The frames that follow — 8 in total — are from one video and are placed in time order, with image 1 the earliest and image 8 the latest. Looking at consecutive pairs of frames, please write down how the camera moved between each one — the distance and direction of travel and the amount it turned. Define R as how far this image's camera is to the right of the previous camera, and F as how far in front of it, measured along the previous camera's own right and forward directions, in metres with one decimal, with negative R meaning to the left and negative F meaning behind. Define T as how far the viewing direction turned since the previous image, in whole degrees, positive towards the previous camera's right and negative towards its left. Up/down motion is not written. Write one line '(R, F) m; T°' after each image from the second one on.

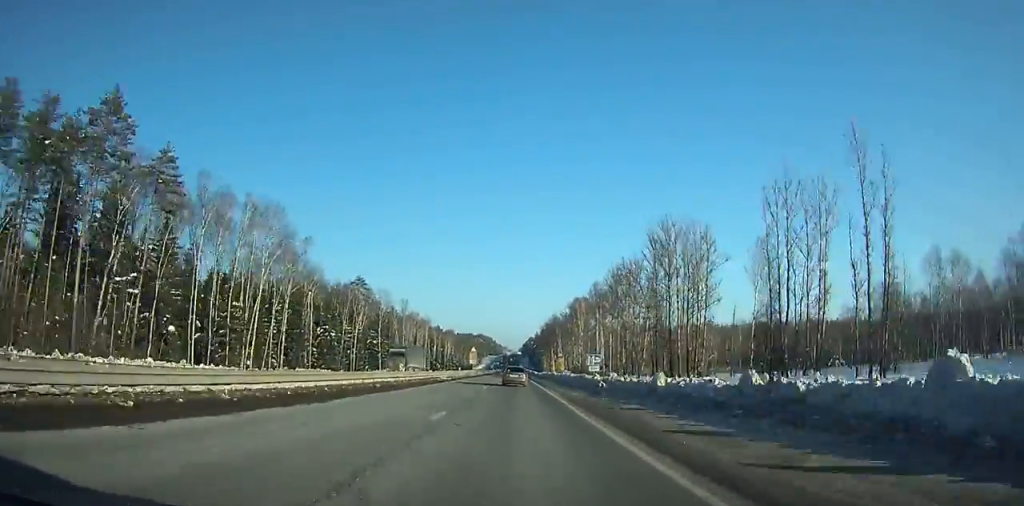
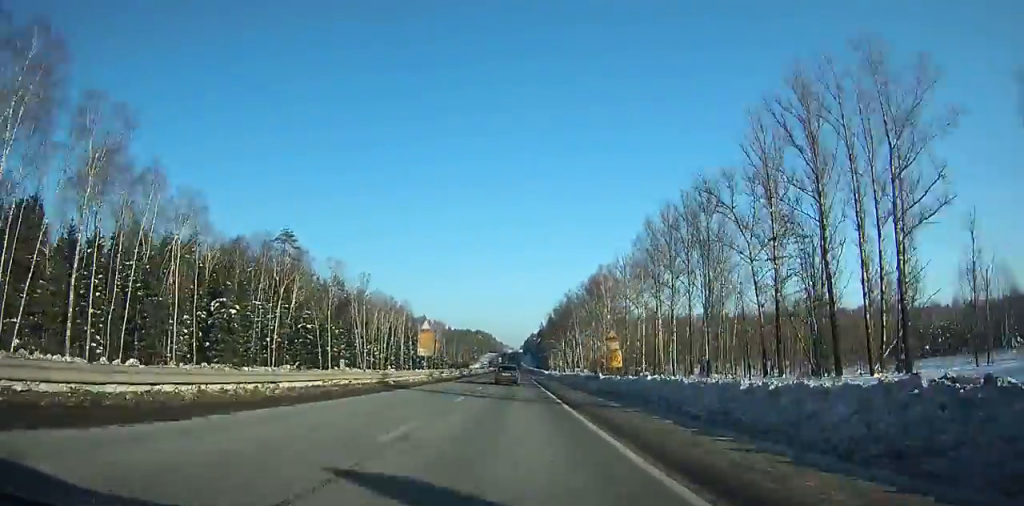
(+0.1, +52.7) m; 0°
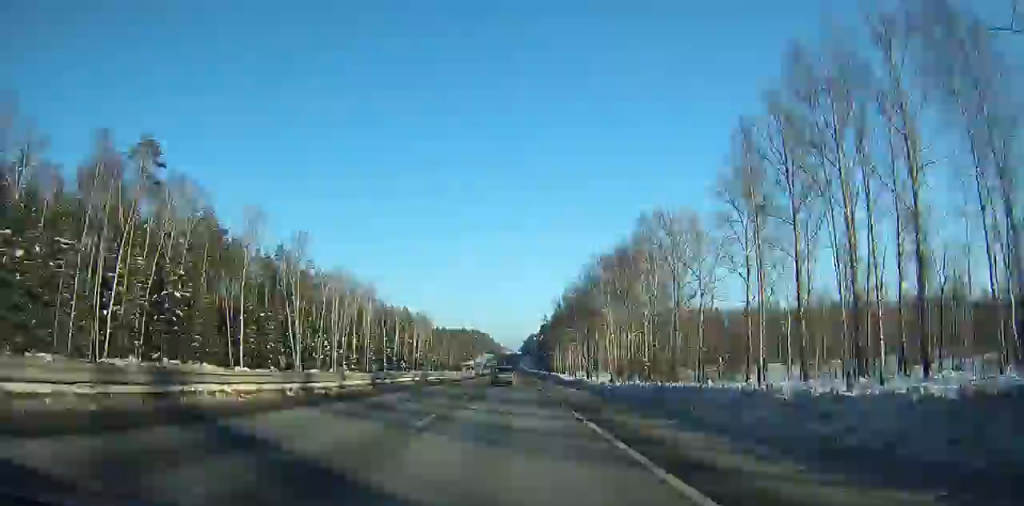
(-0.1, +45.1) m; 0°
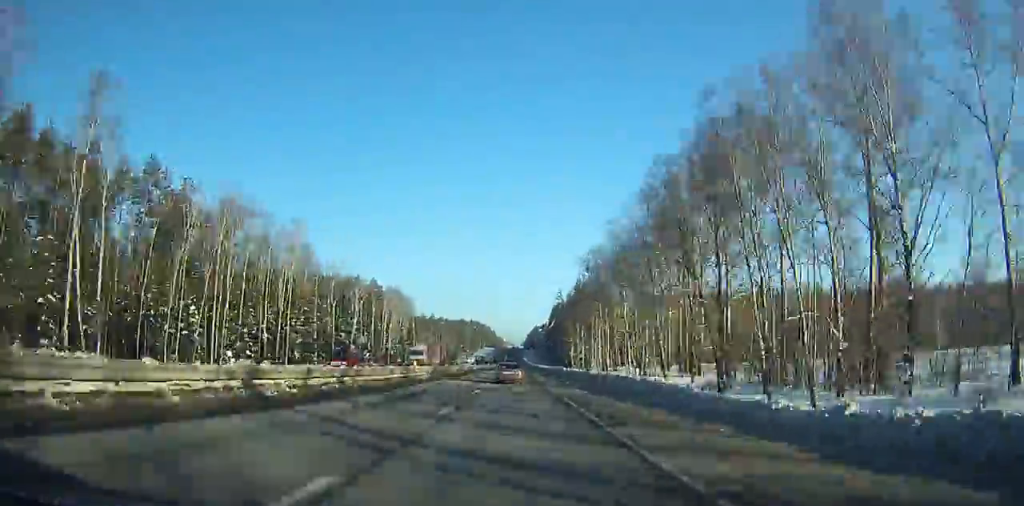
(-0.1, +57.6) m; 0°
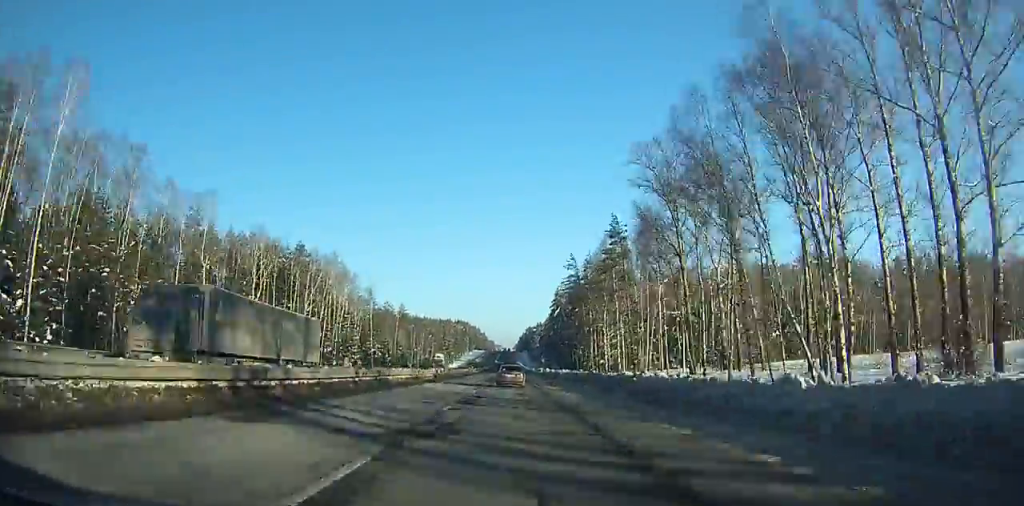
(0.0, +54.9) m; 0°
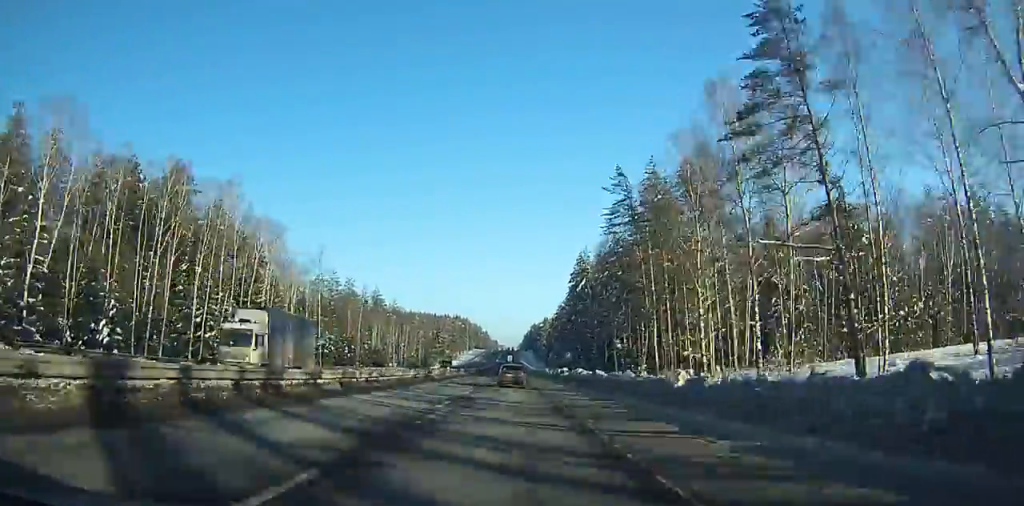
(+0.4, +49.8) m; 0°
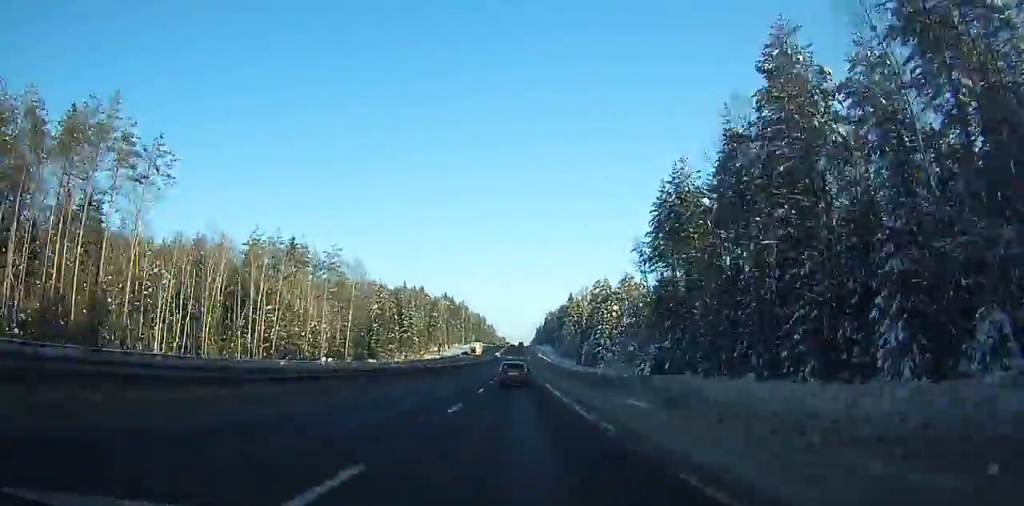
(-0.9, +129.7) m; 0°
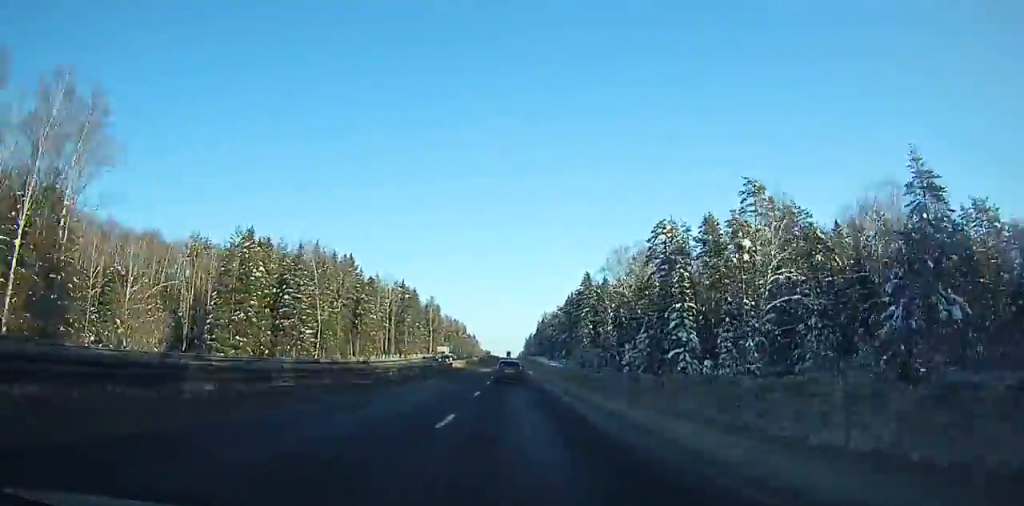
(+0.7, +100.5) m; 0°
